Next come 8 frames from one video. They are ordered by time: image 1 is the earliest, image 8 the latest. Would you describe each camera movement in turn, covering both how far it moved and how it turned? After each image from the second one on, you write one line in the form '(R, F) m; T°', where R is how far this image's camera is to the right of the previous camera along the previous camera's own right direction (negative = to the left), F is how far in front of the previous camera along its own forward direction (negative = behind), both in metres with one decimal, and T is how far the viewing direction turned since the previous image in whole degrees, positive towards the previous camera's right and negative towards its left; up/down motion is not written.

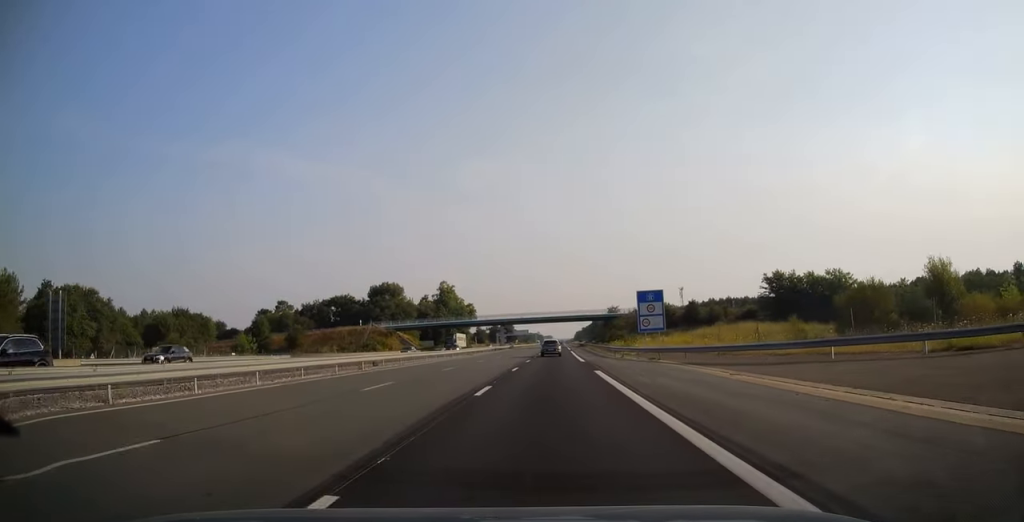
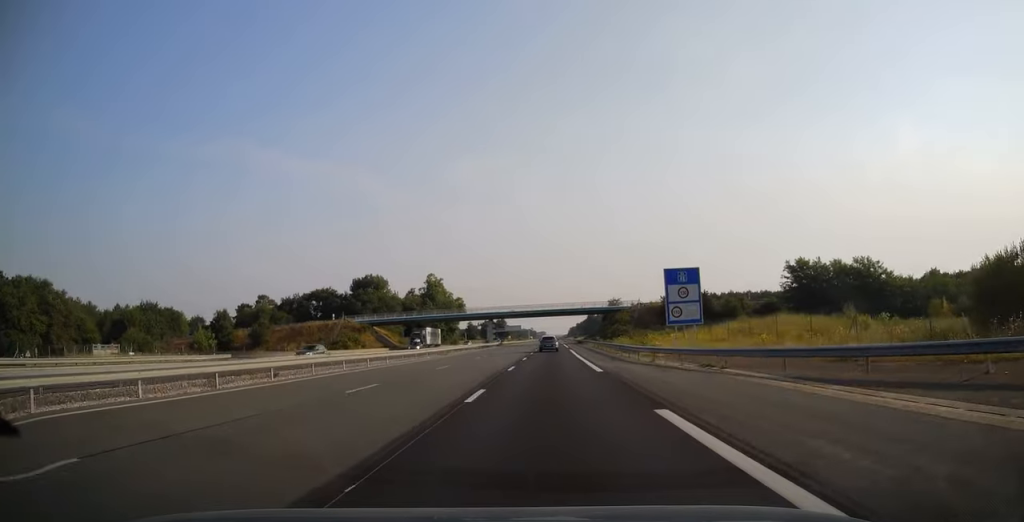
(+0.1, +14.8) m; 0°
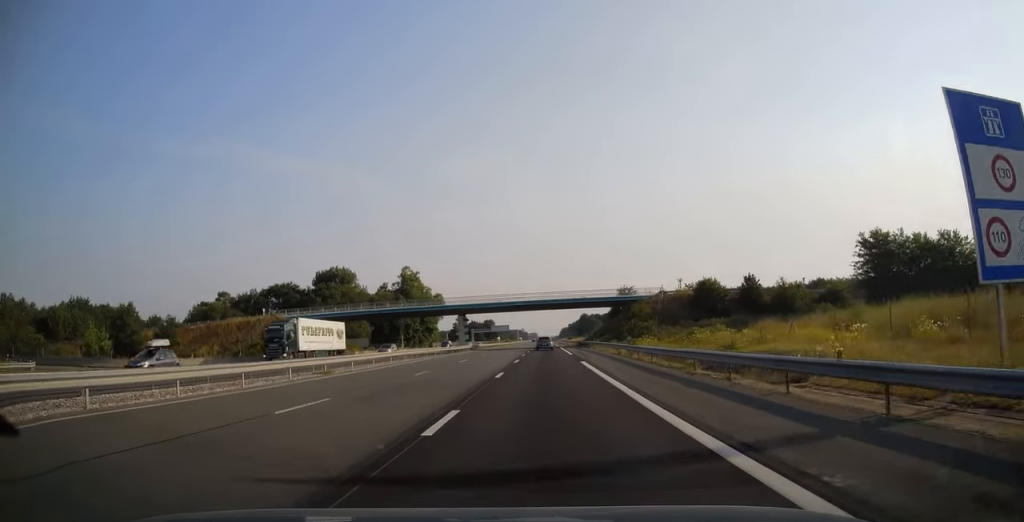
(+0.2, +30.1) m; +1°
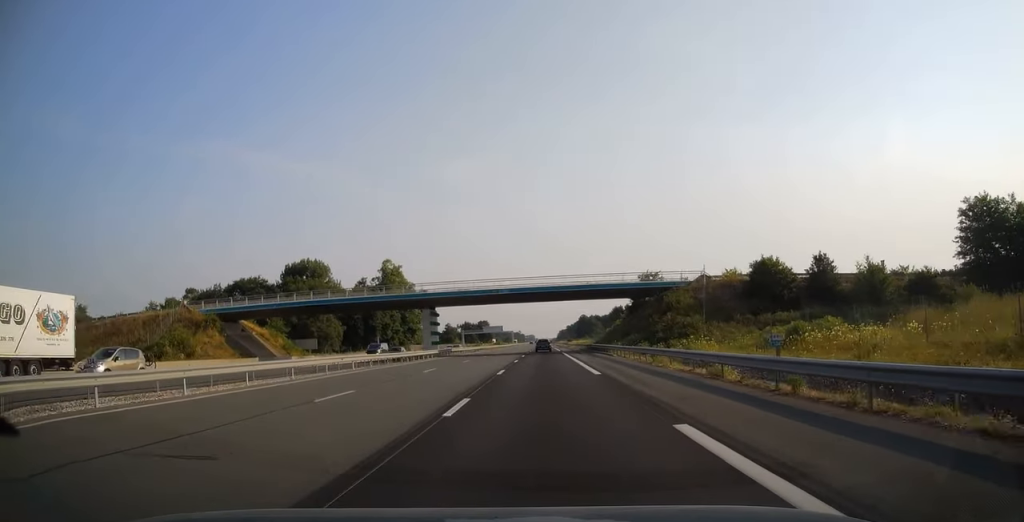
(+0.1, +23.6) m; 0°
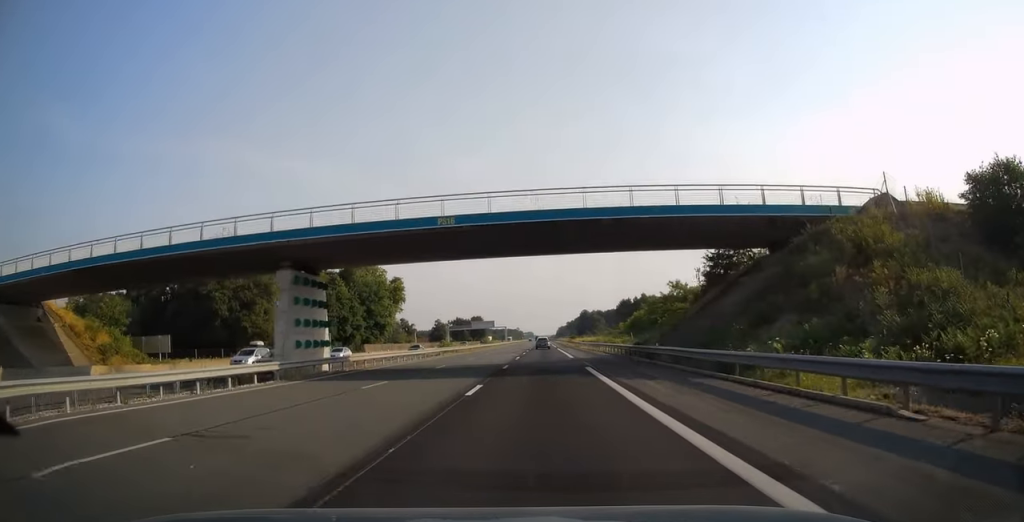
(0.0, +34.7) m; 0°
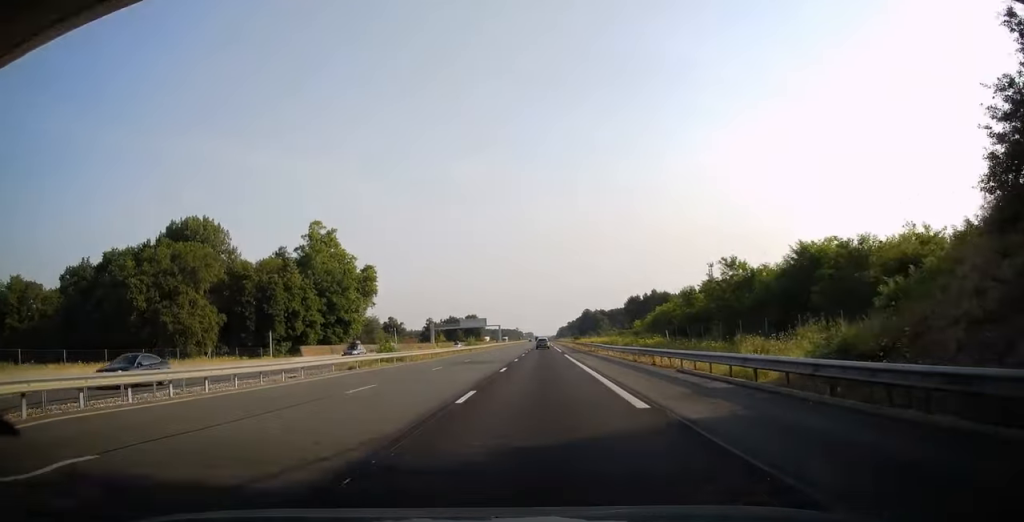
(0.0, +27.3) m; 0°
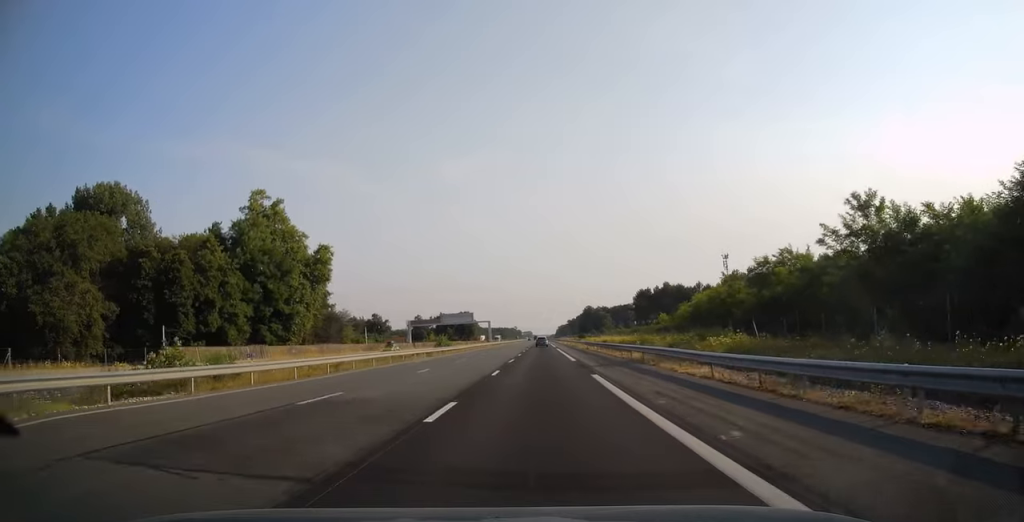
(0.0, +28.9) m; 0°
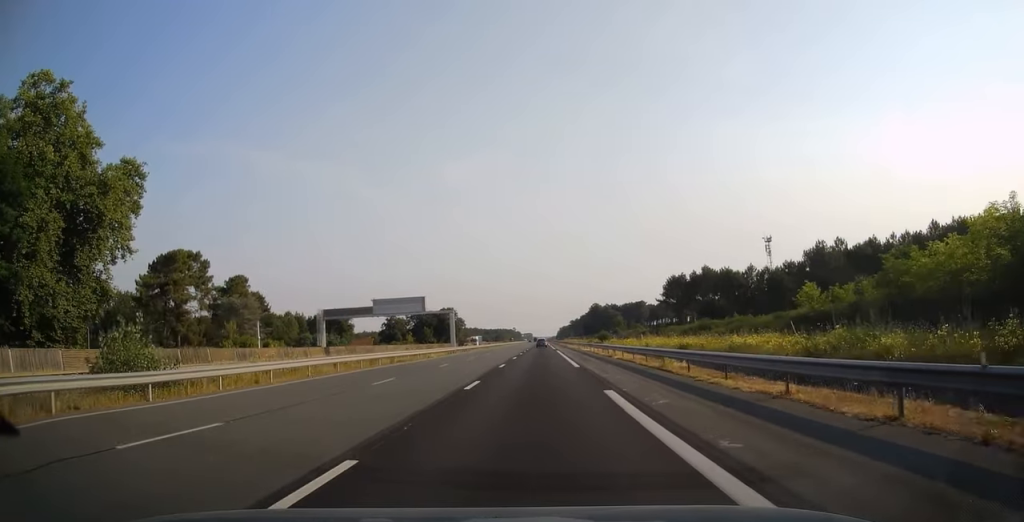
(0.0, +58.0) m; 0°
